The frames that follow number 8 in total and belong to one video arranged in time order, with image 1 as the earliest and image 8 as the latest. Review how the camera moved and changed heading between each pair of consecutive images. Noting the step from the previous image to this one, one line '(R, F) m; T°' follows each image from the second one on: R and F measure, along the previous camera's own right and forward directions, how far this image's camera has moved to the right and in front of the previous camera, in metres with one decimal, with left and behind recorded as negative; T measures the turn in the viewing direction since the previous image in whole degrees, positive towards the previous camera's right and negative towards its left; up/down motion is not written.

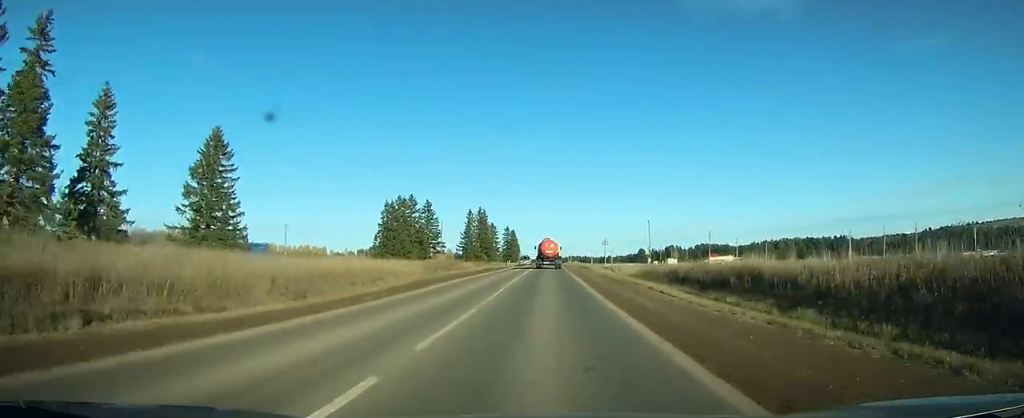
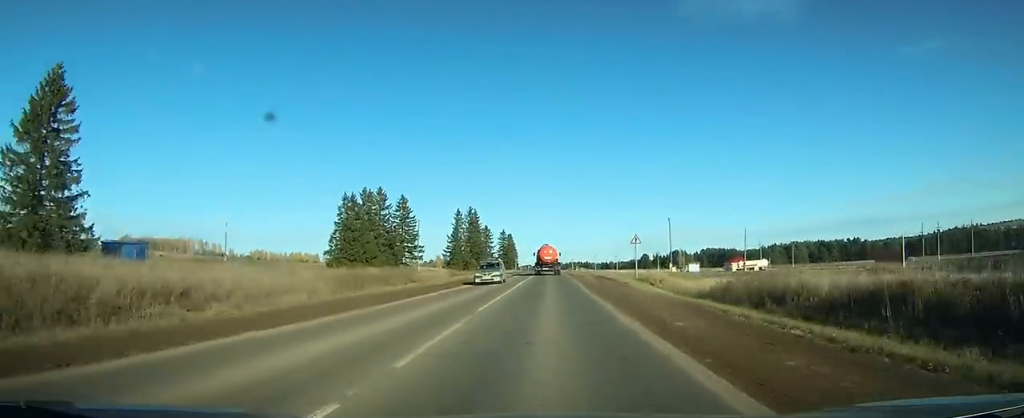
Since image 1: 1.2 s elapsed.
(-0.1, +24.6) m; 0°
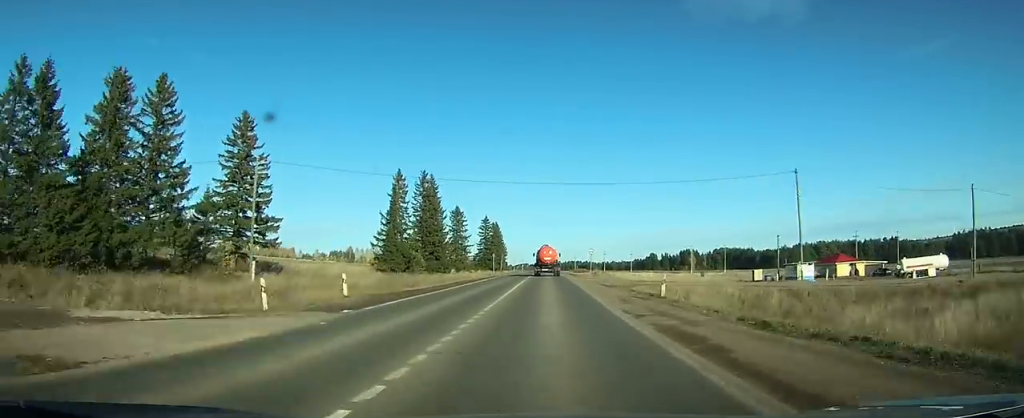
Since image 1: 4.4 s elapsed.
(+0.6, +65.1) m; +1°
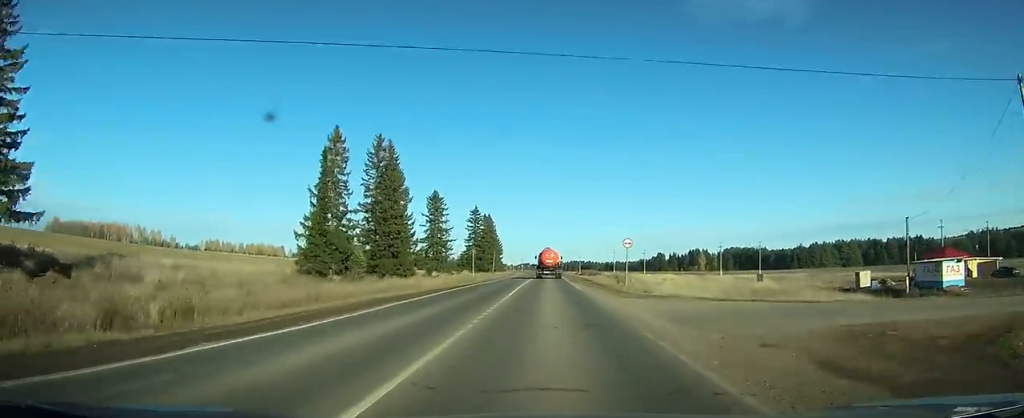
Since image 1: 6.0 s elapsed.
(0.0, +32.3) m; 0°
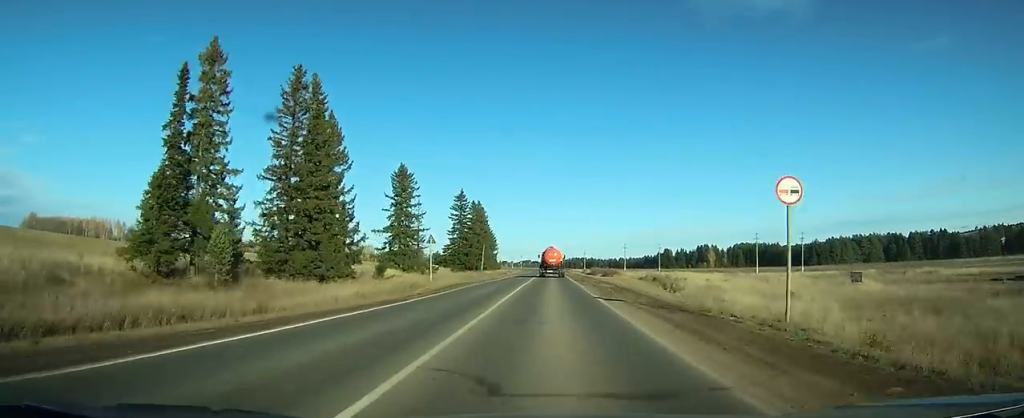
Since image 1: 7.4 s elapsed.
(-0.1, +28.3) m; 0°
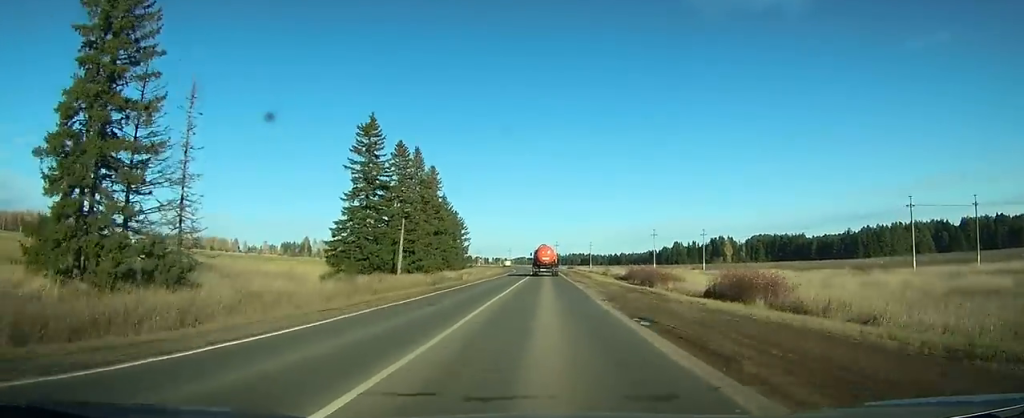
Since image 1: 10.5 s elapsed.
(0.0, +63.0) m; 0°
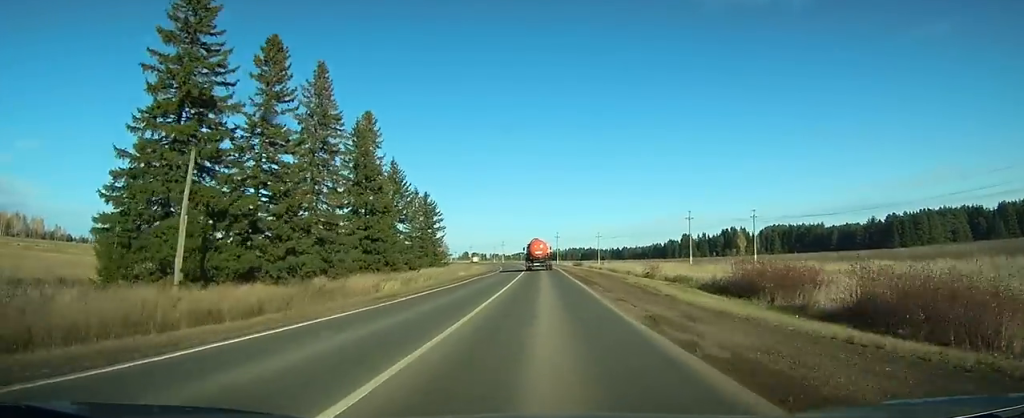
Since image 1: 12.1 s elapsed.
(+0.1, +34.8) m; 0°
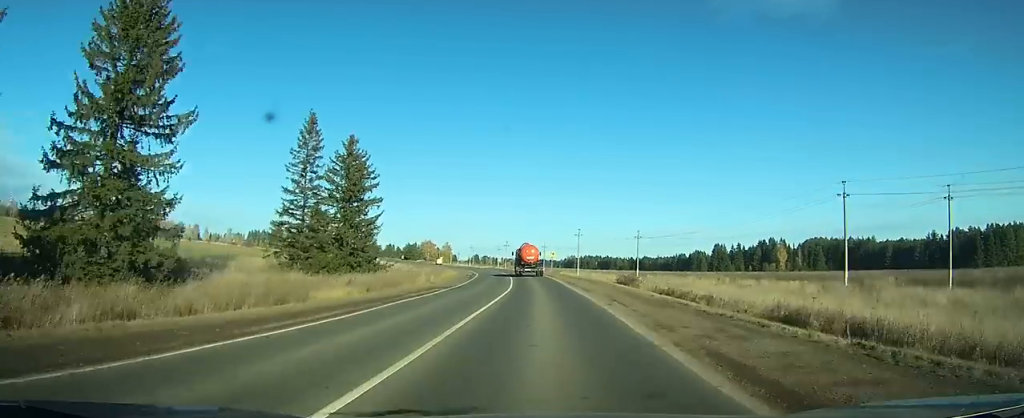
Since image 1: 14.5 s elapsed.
(-0.1, +50.7) m; -1°
